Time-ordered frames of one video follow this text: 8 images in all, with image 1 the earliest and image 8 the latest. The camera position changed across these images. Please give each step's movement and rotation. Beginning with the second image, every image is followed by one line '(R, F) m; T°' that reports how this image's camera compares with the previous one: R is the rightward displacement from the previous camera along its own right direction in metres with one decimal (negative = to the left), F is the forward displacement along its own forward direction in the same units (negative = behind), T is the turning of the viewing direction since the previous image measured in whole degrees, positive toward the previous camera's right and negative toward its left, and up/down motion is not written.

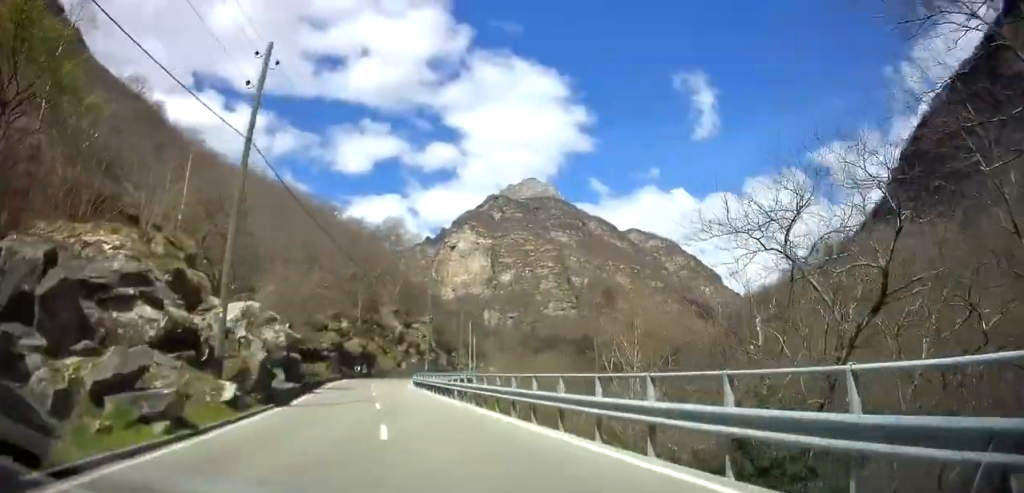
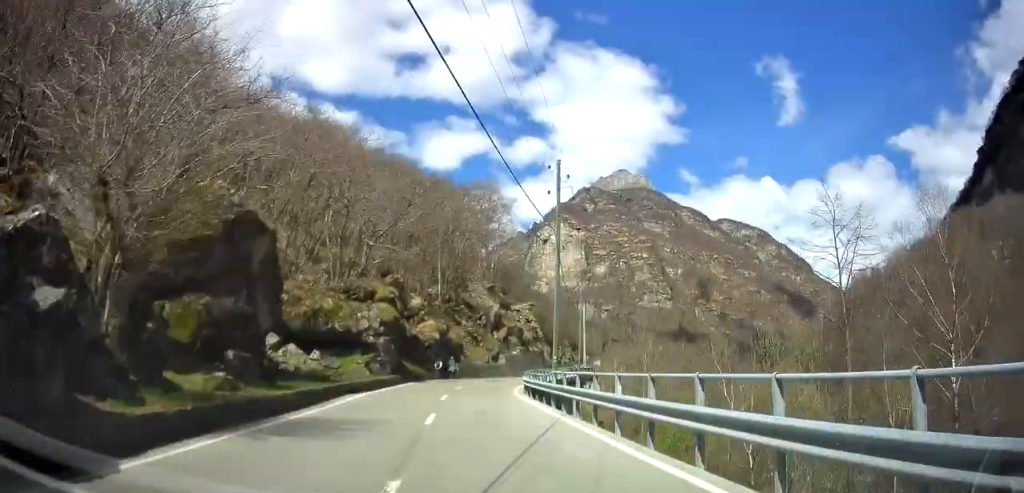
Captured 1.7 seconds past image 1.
(-4.0, +24.3) m; -10°
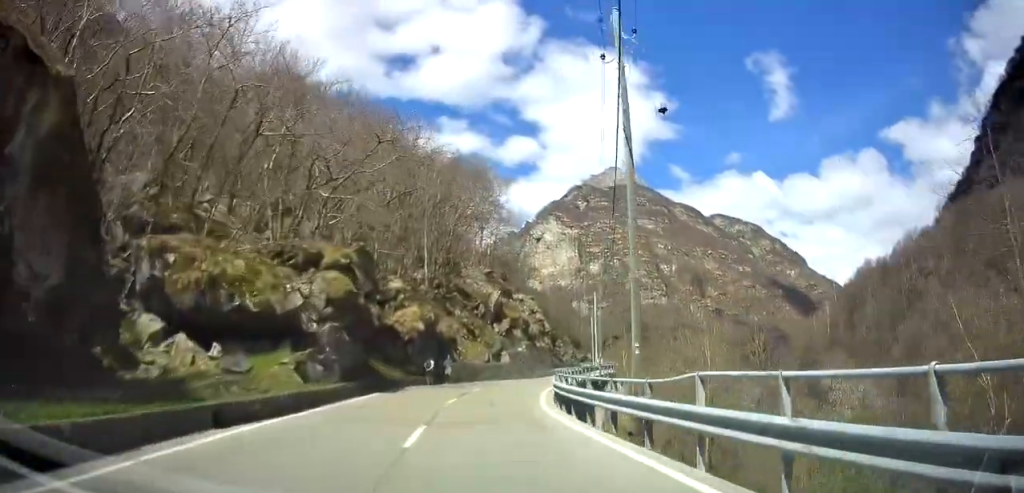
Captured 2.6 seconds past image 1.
(+0.3, +12.7) m; +3°
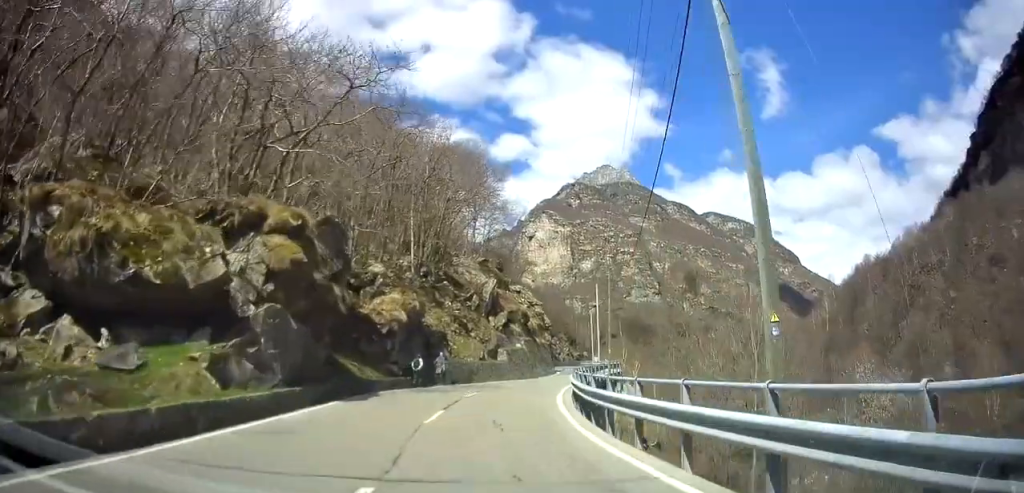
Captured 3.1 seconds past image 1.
(+0.1, +6.6) m; +2°
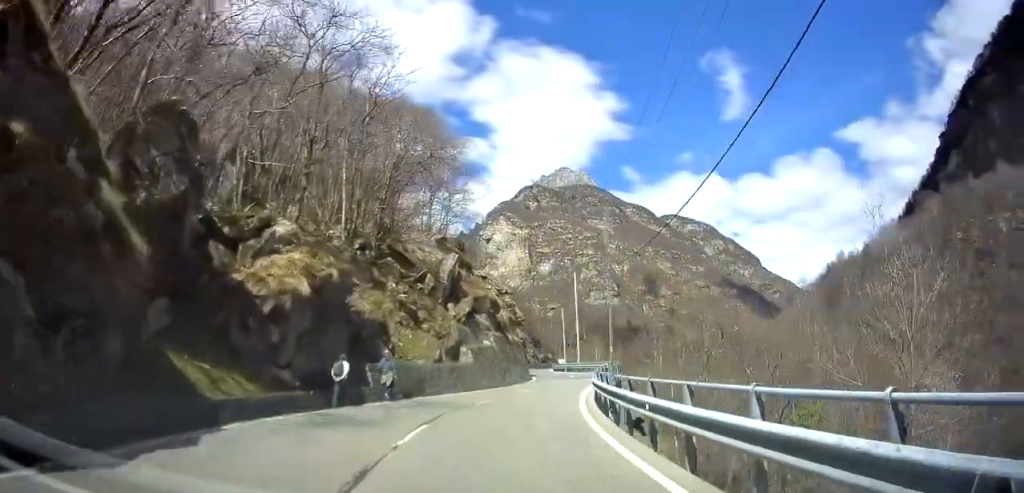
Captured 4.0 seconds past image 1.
(+0.3, +12.5) m; +5°
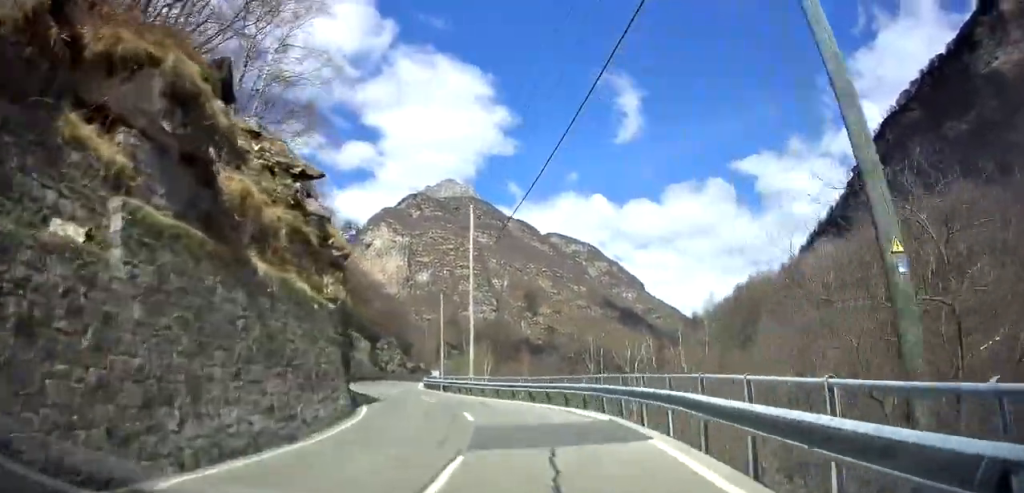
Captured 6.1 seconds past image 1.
(+4.7, +30.1) m; +8°
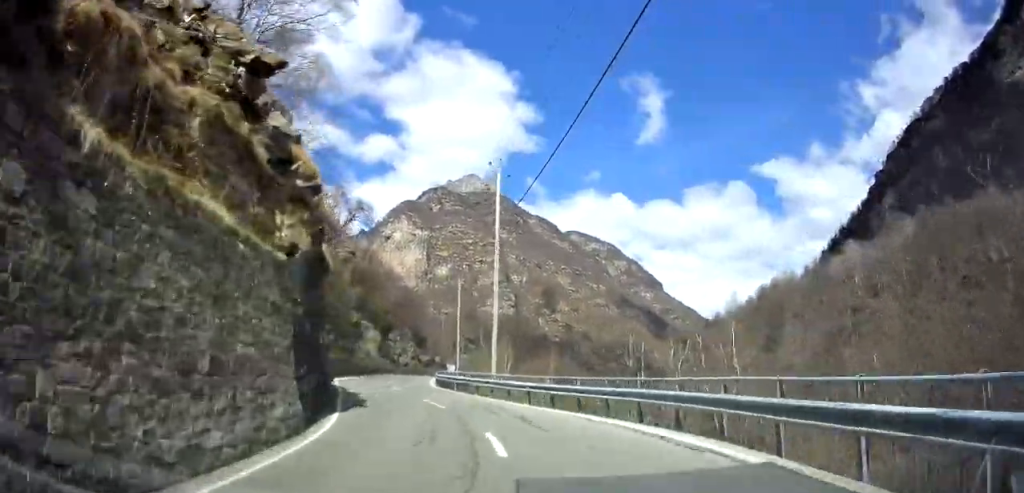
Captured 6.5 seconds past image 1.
(-0.1, +6.5) m; -3°
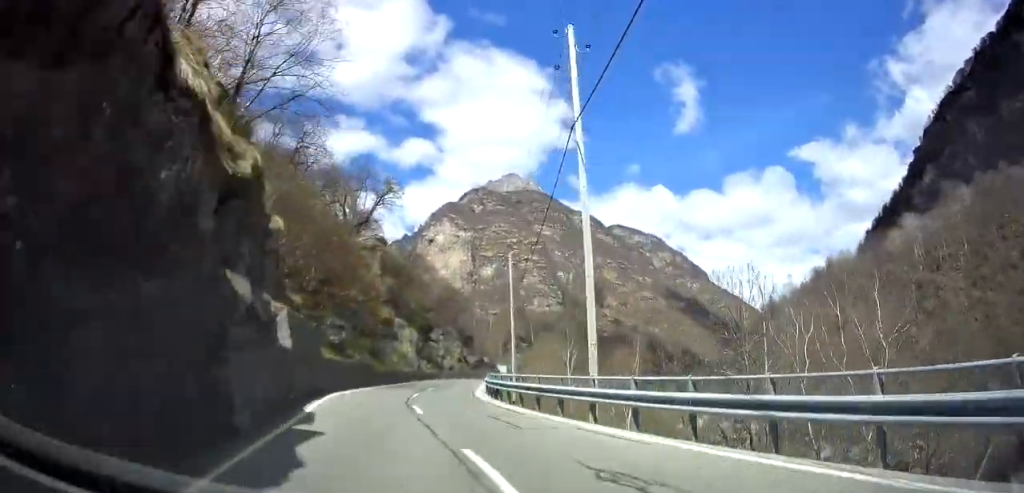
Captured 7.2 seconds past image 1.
(-1.4, +10.6) m; -6°
